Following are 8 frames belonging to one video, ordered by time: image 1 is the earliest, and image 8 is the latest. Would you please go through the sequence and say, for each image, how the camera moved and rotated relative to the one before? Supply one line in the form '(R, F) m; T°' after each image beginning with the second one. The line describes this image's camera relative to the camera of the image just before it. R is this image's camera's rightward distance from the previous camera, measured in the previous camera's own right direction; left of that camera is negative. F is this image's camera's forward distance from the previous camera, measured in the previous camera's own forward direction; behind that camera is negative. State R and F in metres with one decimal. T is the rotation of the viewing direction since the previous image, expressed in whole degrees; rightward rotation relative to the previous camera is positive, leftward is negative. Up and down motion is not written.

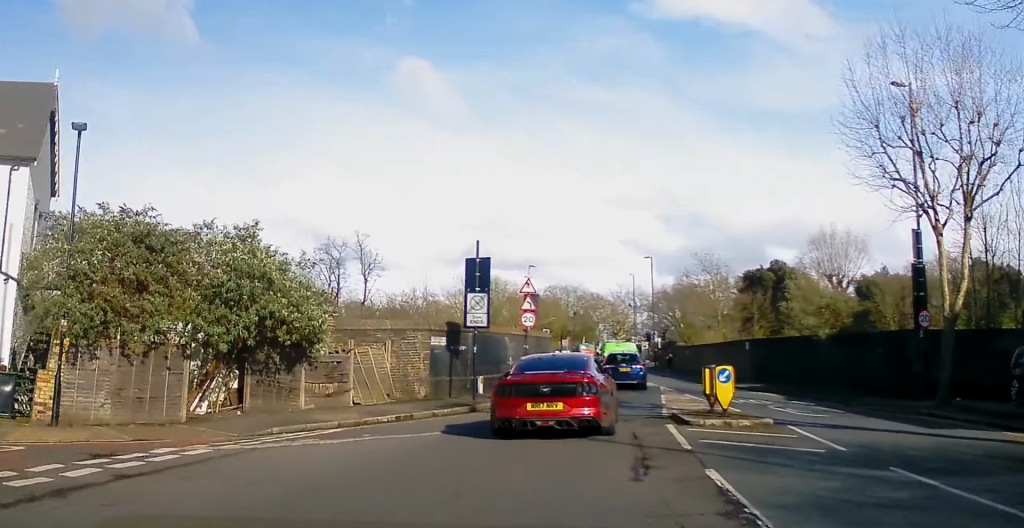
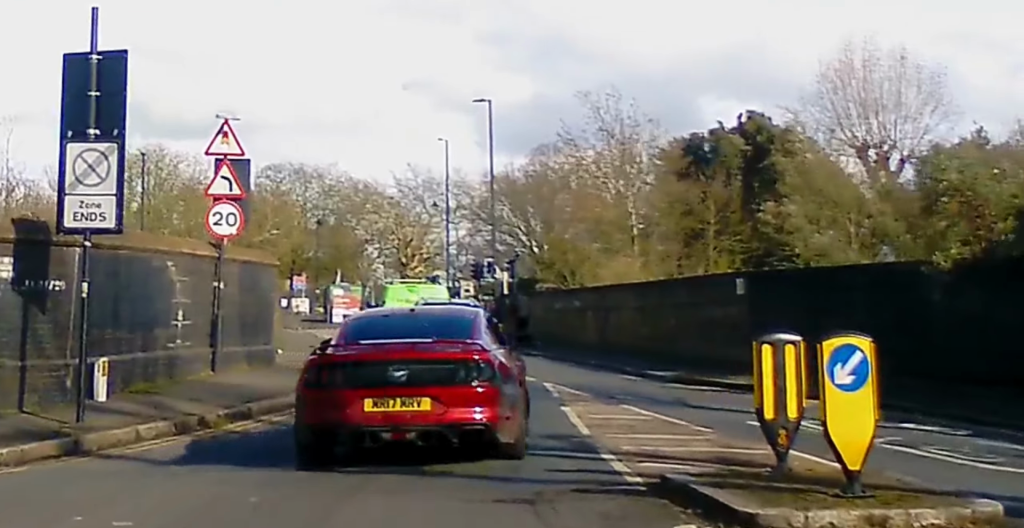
(0.0, +6.3) m; 0°
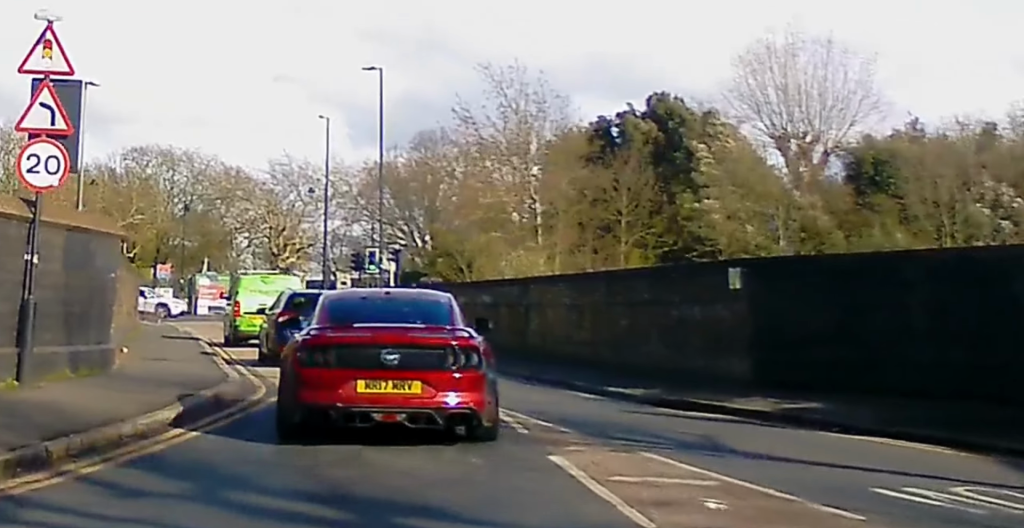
(0.0, +7.8) m; 0°
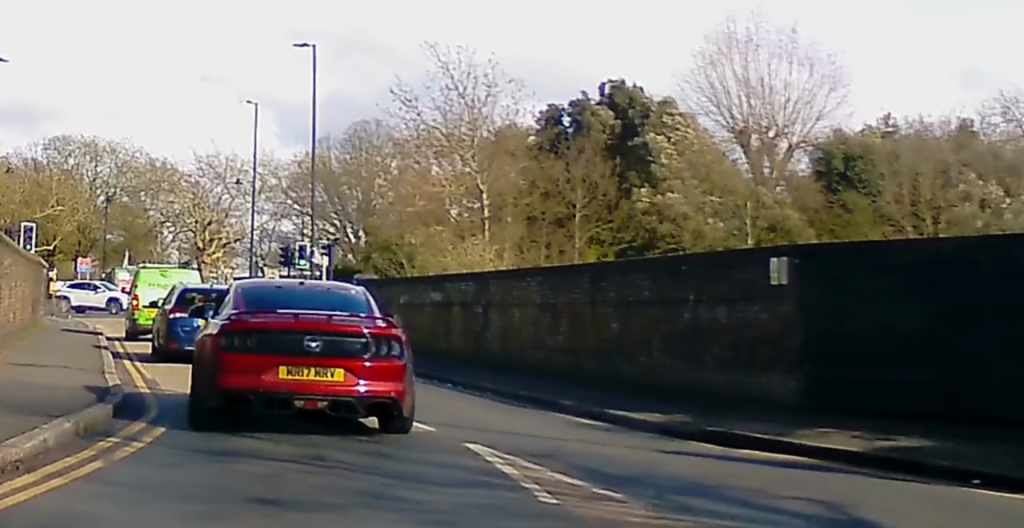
(0.0, +5.4) m; 0°
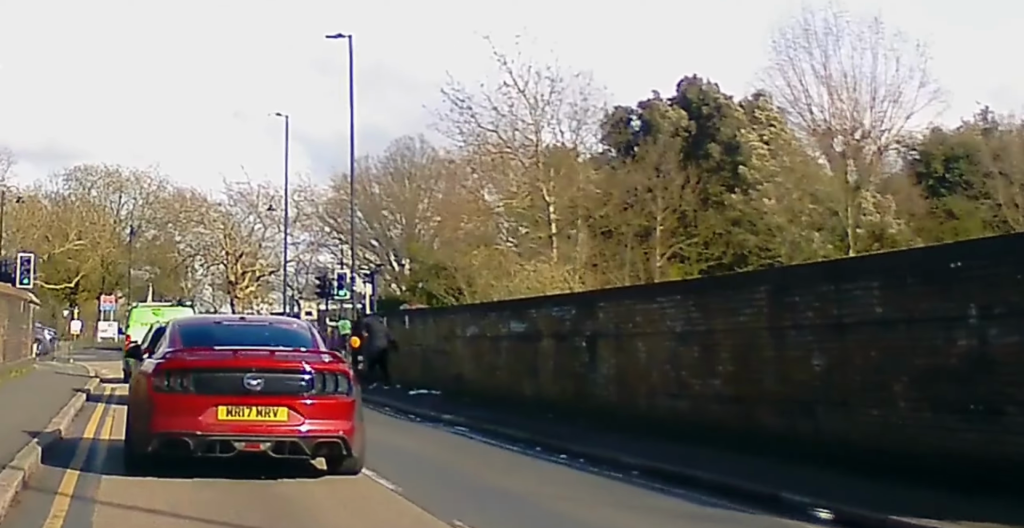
(0.0, +7.5) m; 0°
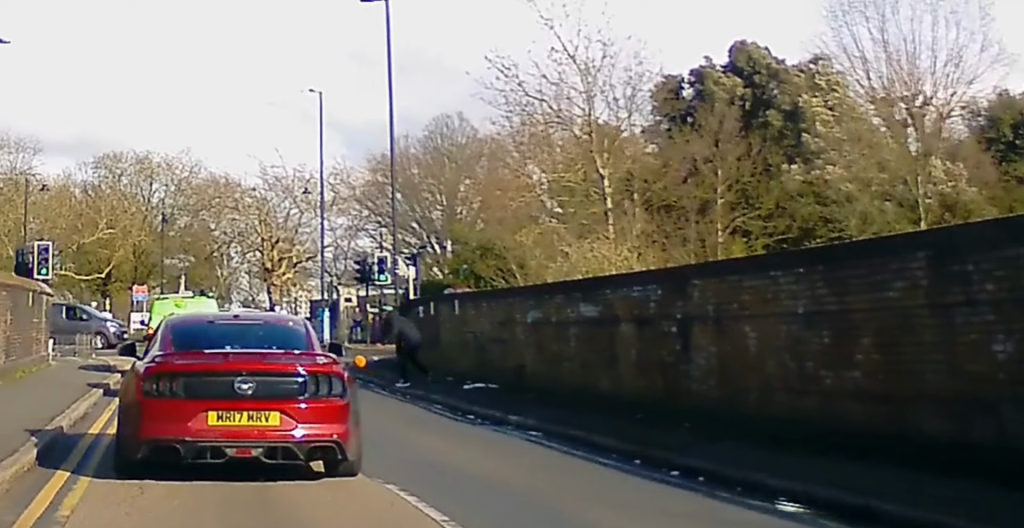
(0.0, +3.2) m; 0°
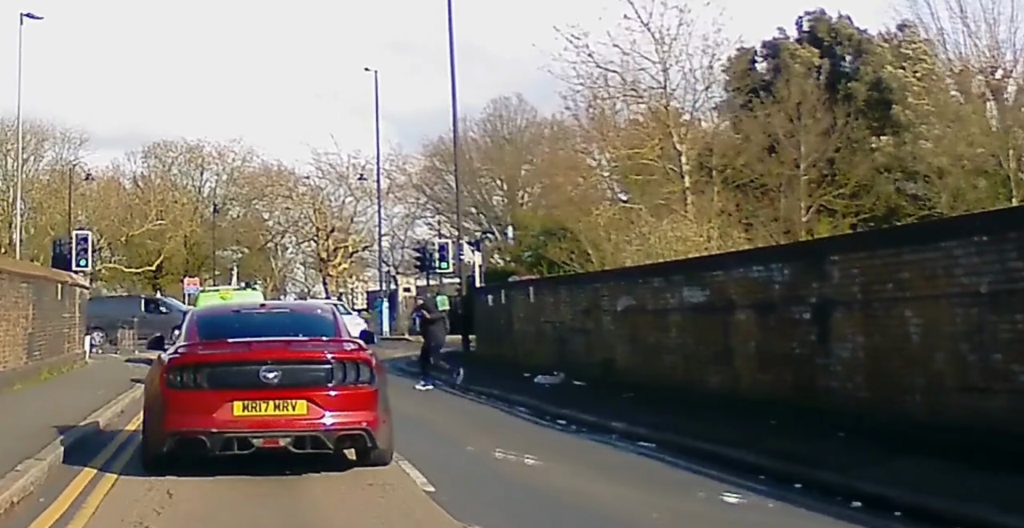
(0.0, +2.9) m; 0°
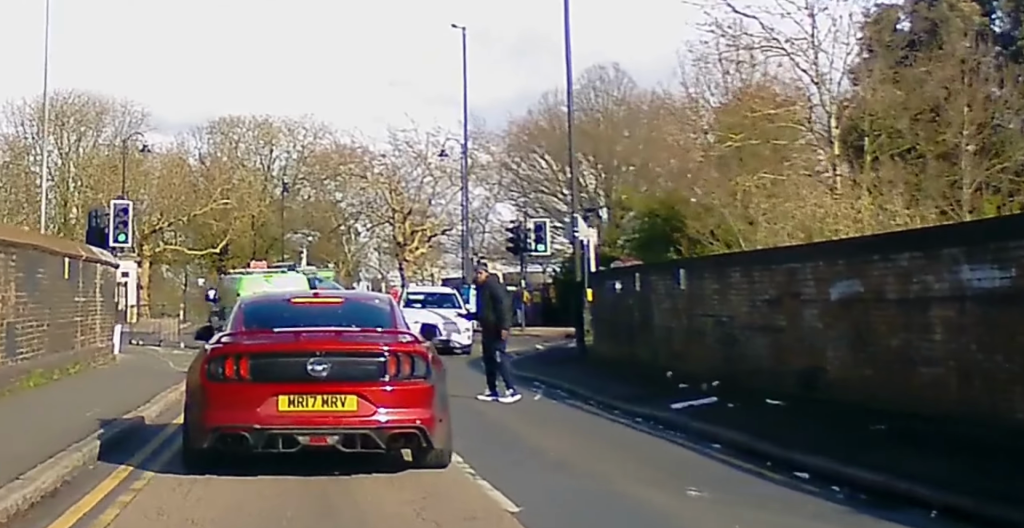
(0.0, +6.1) m; 0°
